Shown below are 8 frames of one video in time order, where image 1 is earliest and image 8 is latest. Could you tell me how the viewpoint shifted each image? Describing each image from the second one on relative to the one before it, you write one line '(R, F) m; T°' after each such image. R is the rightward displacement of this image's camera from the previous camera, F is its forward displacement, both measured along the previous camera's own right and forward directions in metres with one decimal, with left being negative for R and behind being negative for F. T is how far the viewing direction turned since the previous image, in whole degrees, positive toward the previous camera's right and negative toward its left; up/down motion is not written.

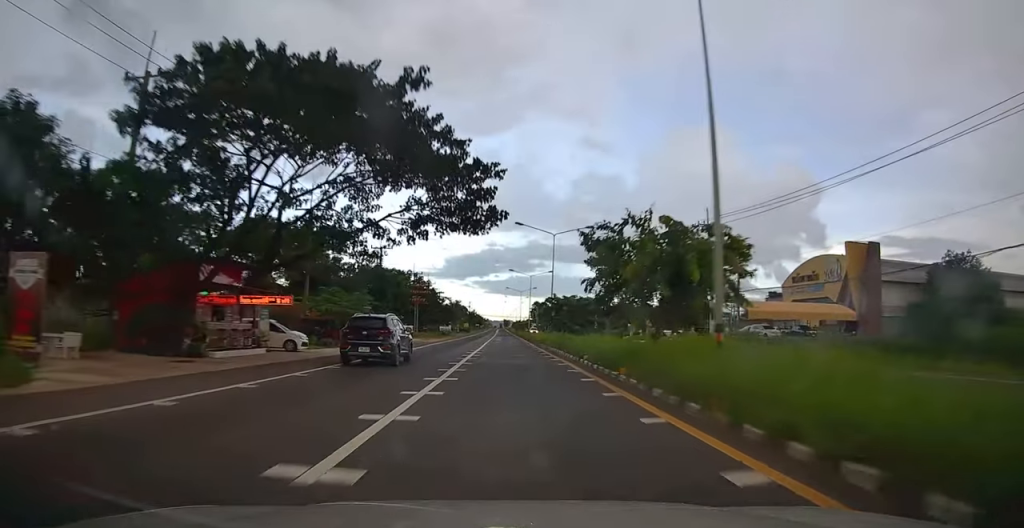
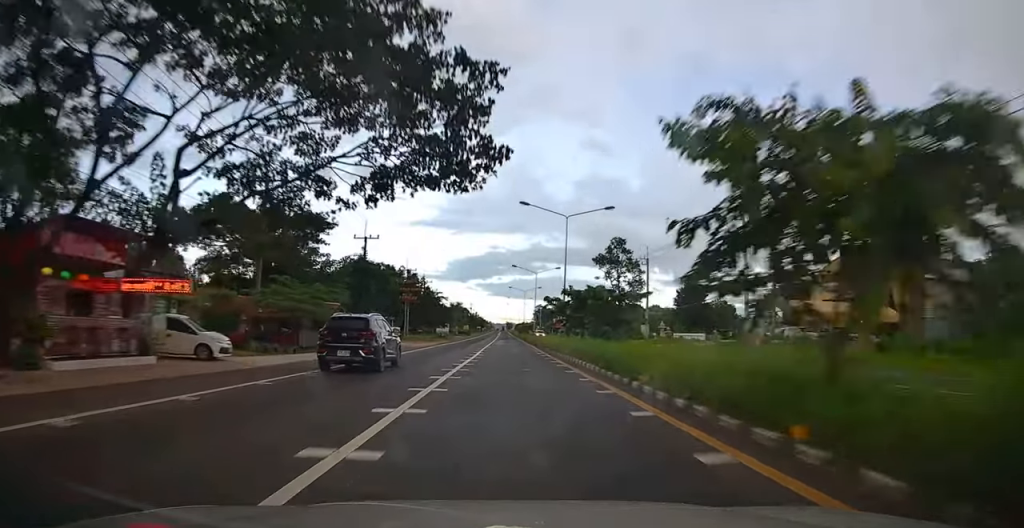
(+0.2, +8.3) m; 0°
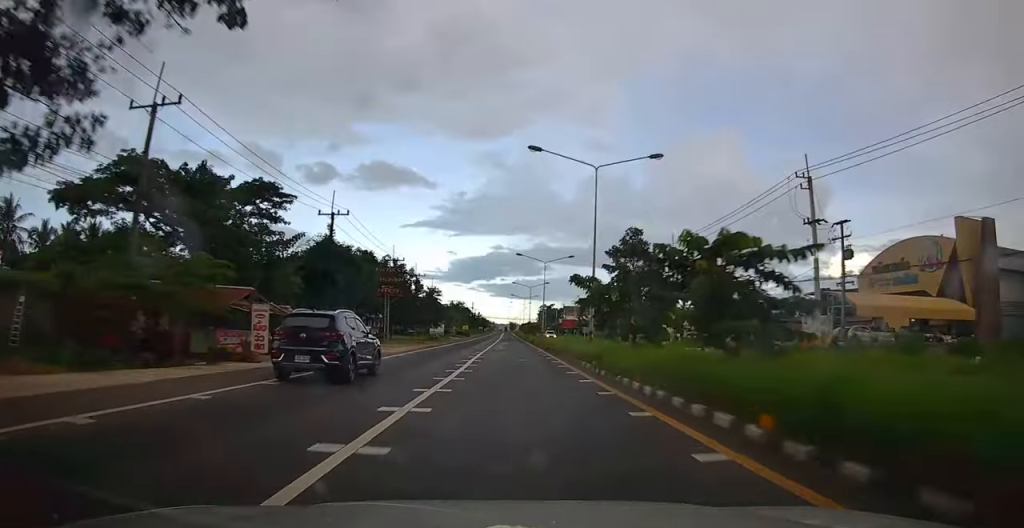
(+0.4, +11.8) m; 0°
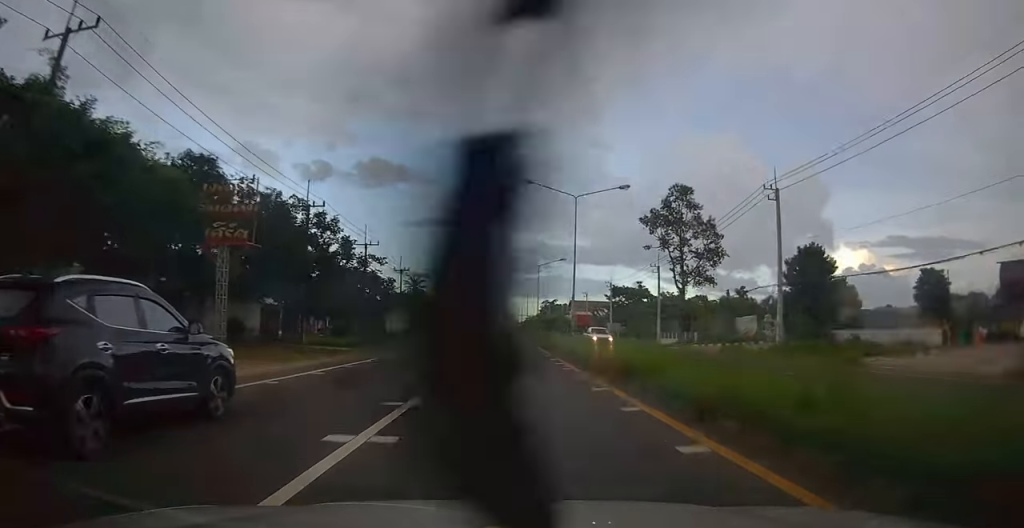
(-0.9, +29.7) m; -2°
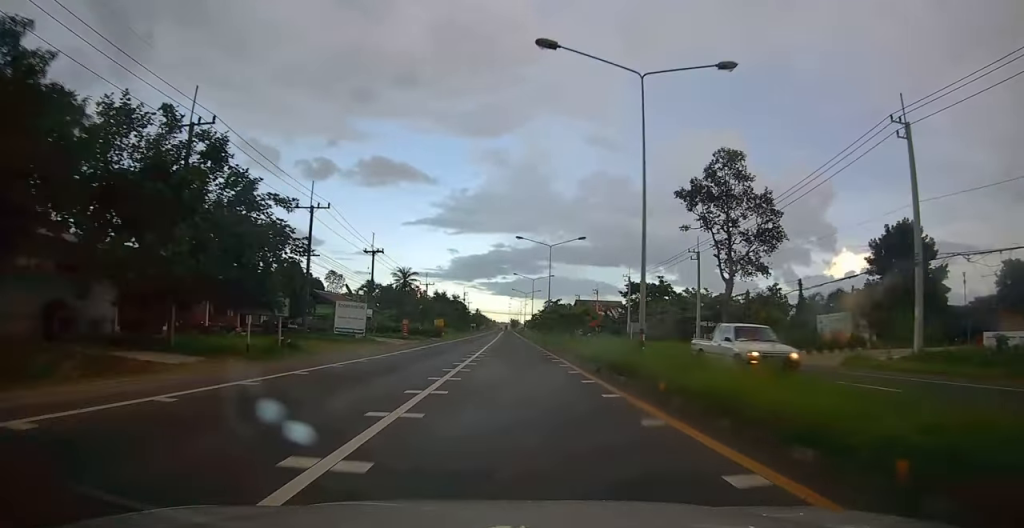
(0.0, +16.2) m; 0°
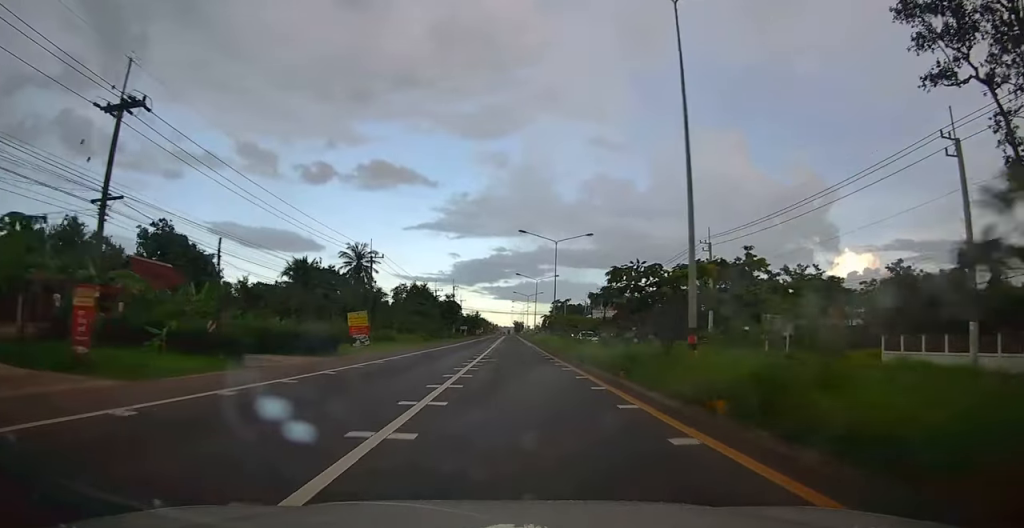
(-0.1, +40.1) m; +1°
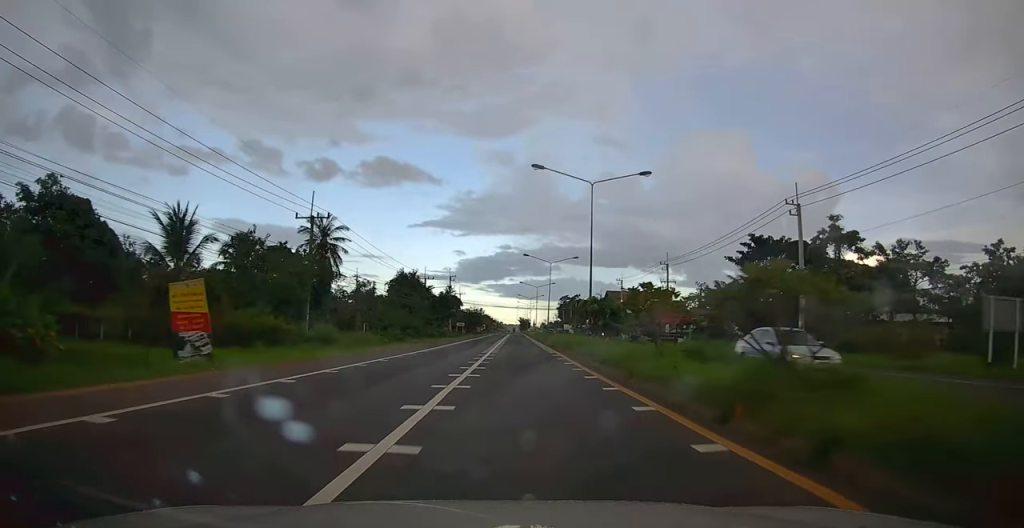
(+0.6, +18.9) m; 0°
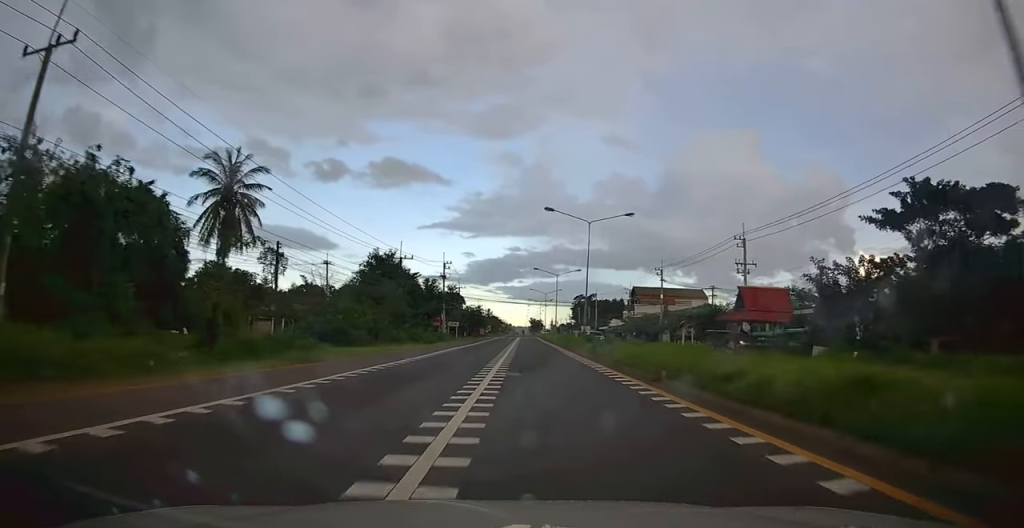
(-1.0, +25.7) m; -4°
